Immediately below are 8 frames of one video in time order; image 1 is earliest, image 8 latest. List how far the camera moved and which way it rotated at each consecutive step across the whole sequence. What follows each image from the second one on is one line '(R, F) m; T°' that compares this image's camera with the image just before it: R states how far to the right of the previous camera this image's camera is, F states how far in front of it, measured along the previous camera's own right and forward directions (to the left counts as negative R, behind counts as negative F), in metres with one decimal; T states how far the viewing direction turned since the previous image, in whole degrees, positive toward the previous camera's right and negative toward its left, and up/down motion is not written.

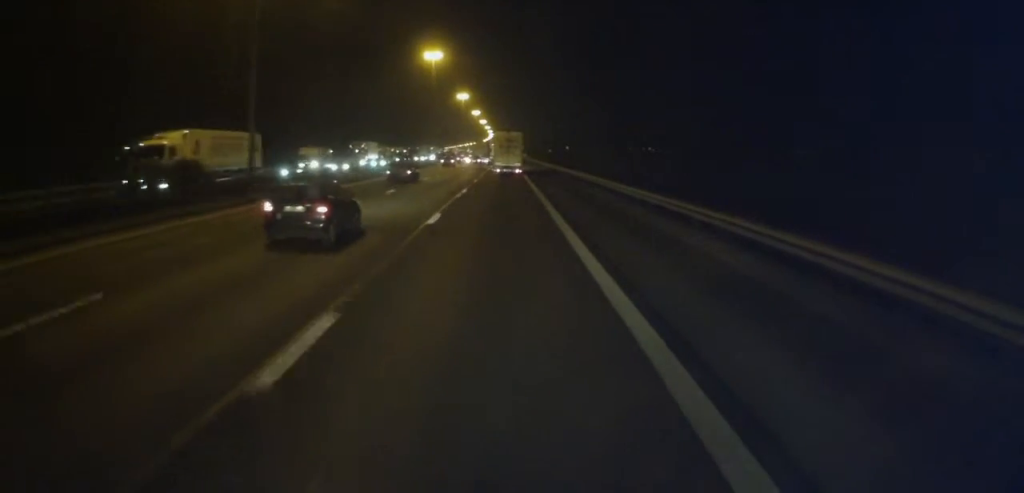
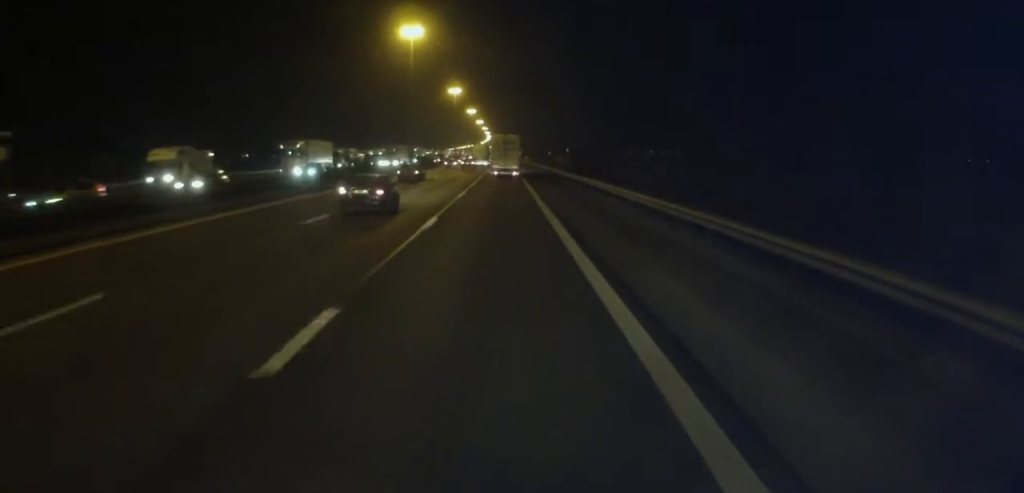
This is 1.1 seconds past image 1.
(0.0, +25.9) m; 0°
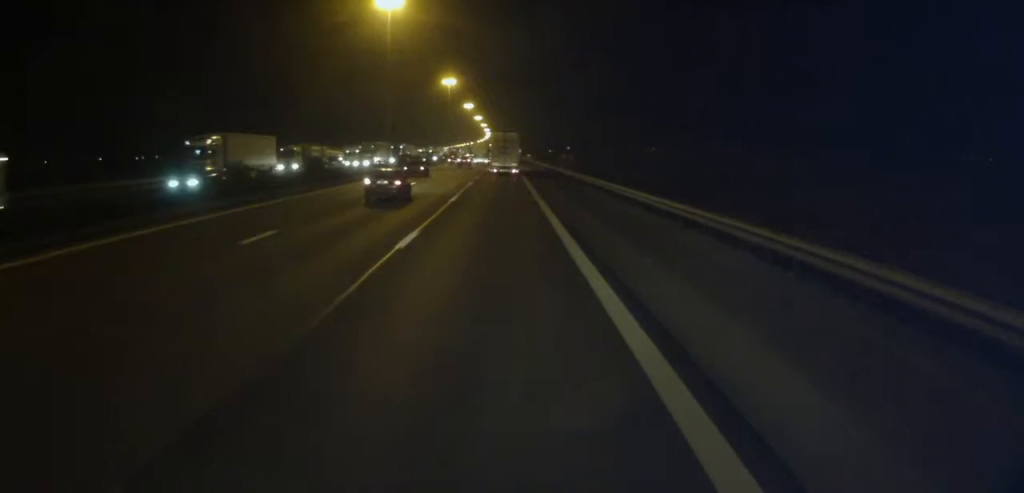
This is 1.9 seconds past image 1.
(0.0, +18.1) m; 0°
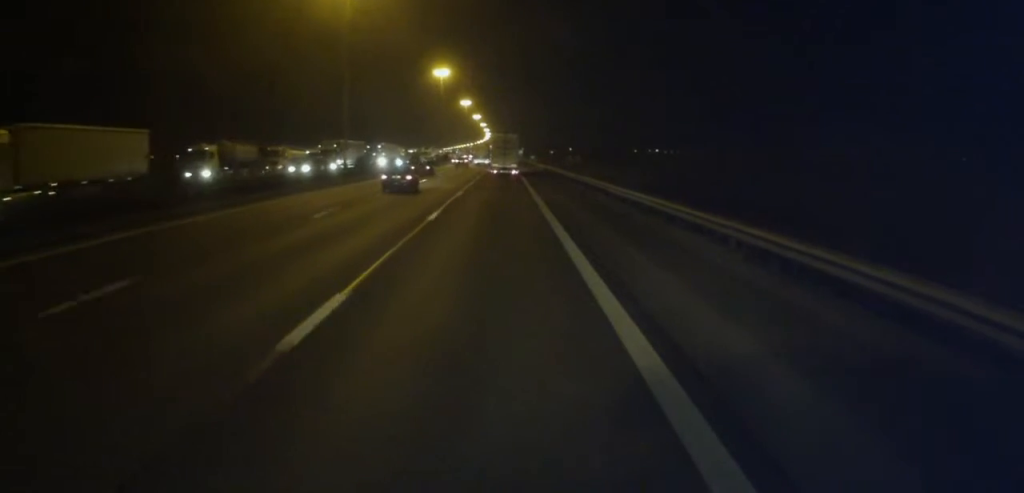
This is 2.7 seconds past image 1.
(0.0, +20.4) m; 0°
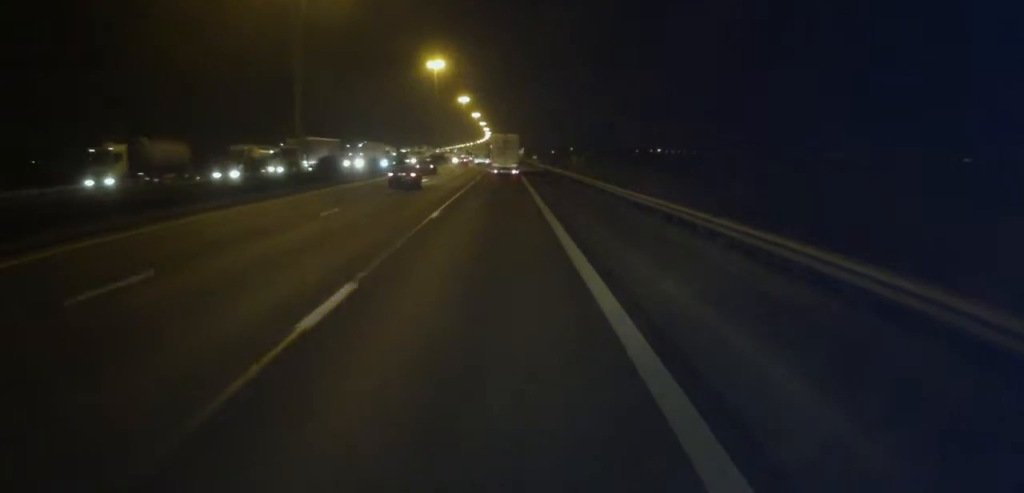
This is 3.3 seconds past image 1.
(0.0, +12.6) m; 0°
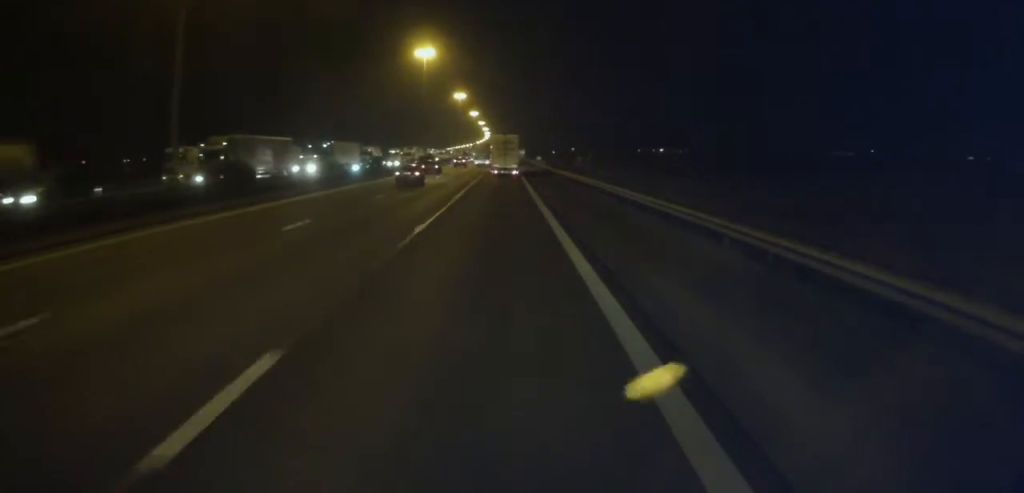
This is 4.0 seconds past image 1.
(0.0, +16.5) m; 0°
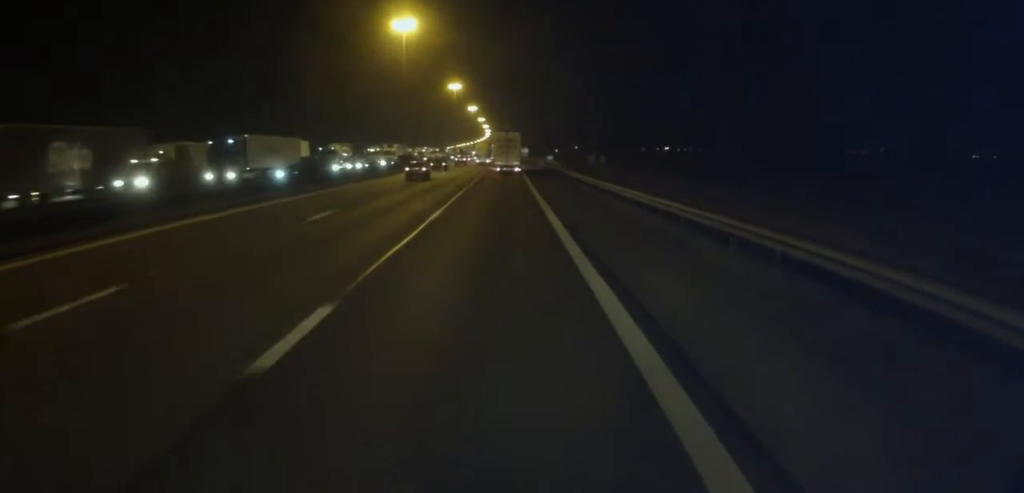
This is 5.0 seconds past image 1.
(-0.1, +24.3) m; 0°
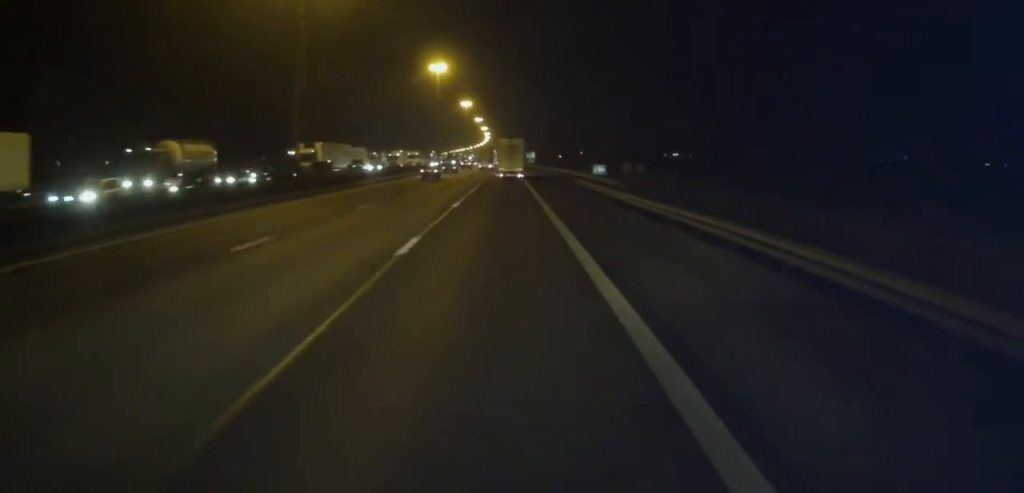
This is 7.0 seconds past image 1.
(+0.3, +46.4) m; 0°
